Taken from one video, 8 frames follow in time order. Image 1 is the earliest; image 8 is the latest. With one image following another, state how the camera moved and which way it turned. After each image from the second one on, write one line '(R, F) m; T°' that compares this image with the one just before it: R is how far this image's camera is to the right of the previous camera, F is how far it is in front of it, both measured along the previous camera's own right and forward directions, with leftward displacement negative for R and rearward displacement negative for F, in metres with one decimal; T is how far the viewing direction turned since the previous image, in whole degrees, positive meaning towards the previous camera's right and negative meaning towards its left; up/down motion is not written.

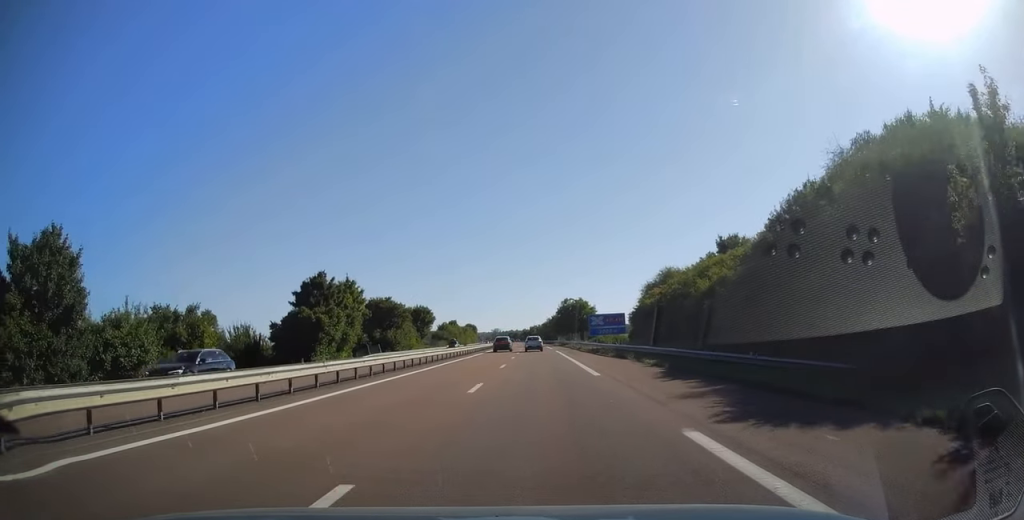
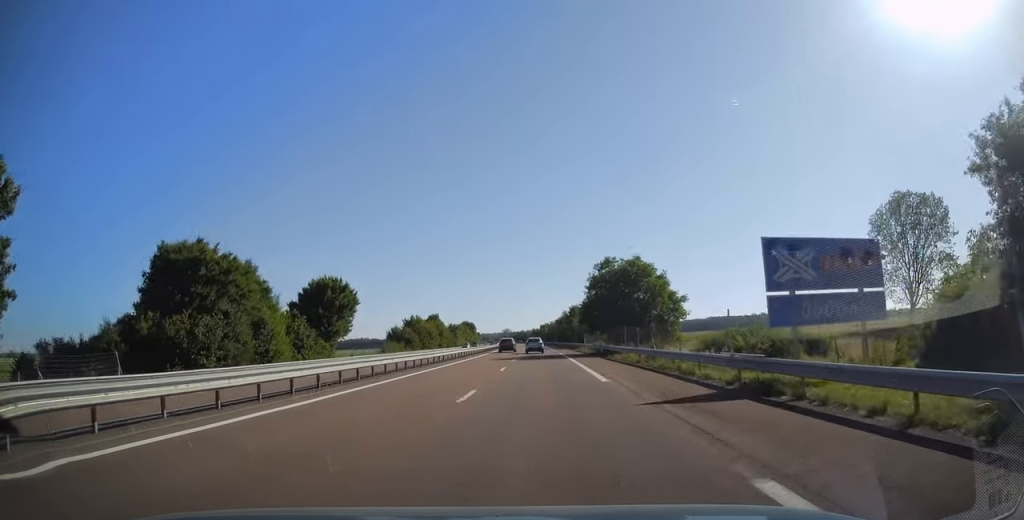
(-0.7, +54.0) m; -1°
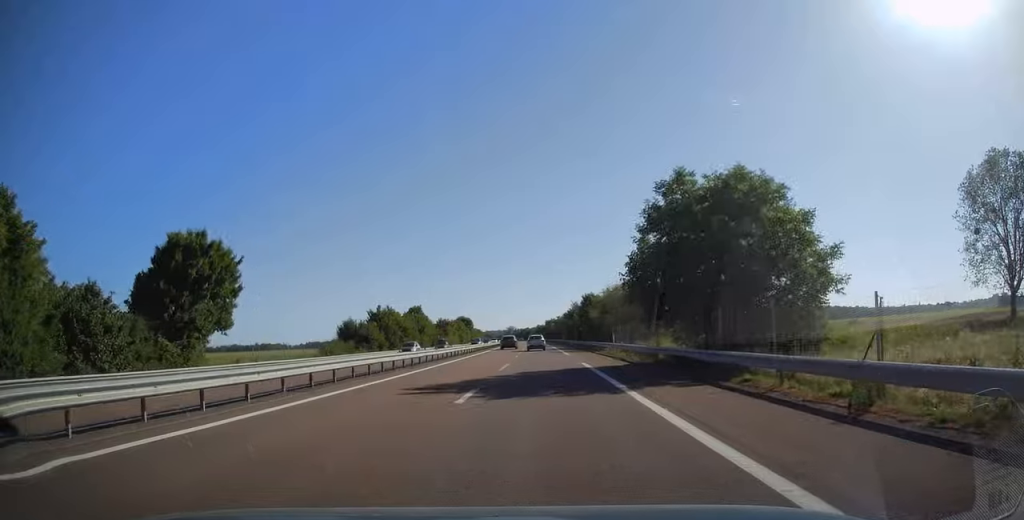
(-0.1, +26.7) m; 0°
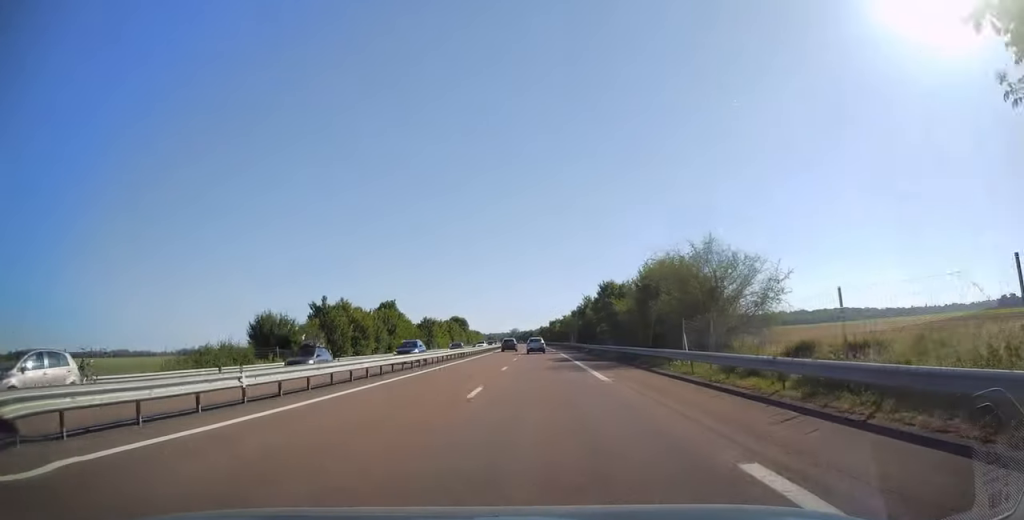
(0.0, +24.2) m; -1°
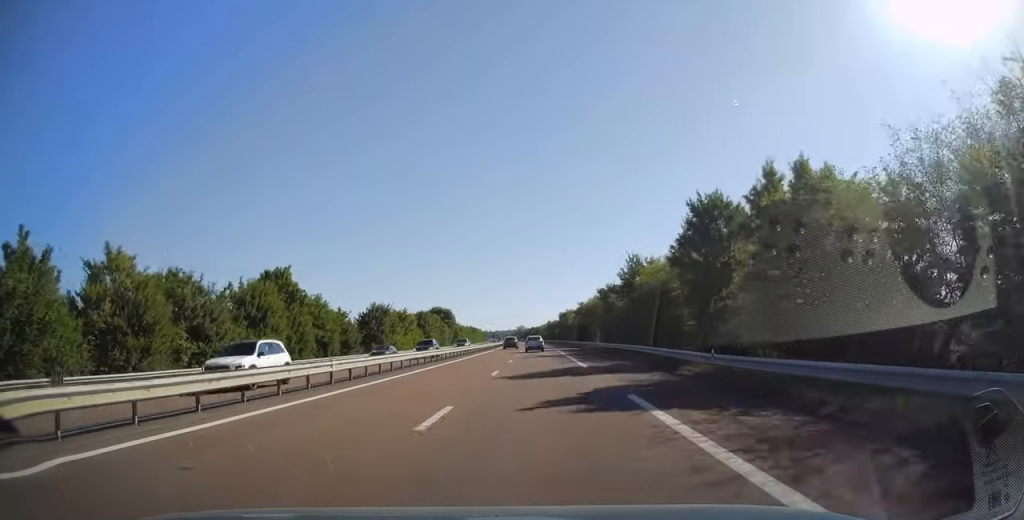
(-0.3, +44.3) m; 0°
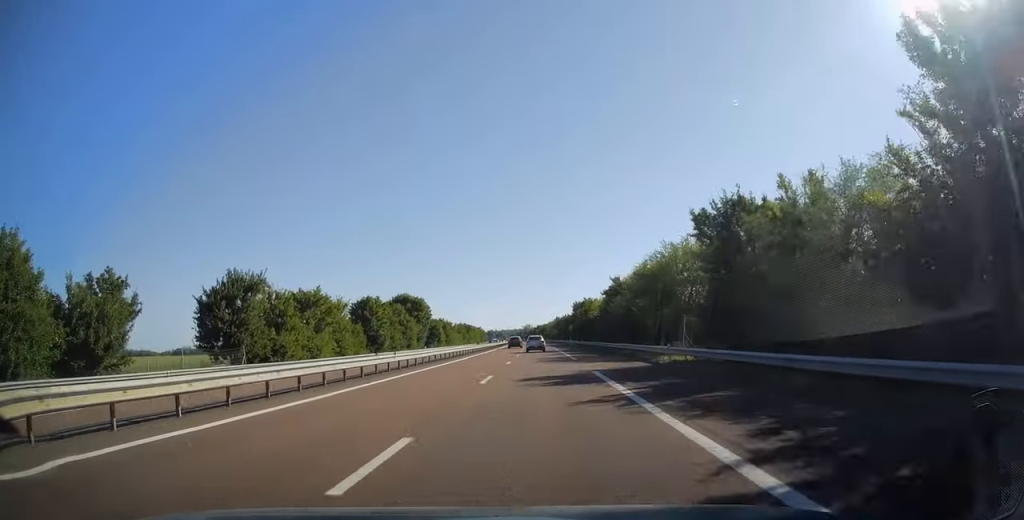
(-0.1, +42.7) m; -1°
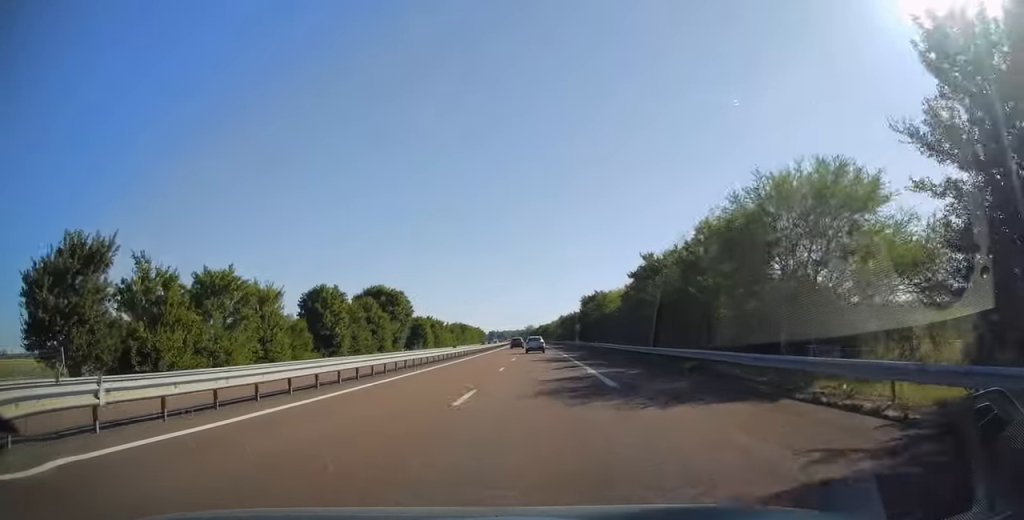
(-0.1, +18.5) m; 0°
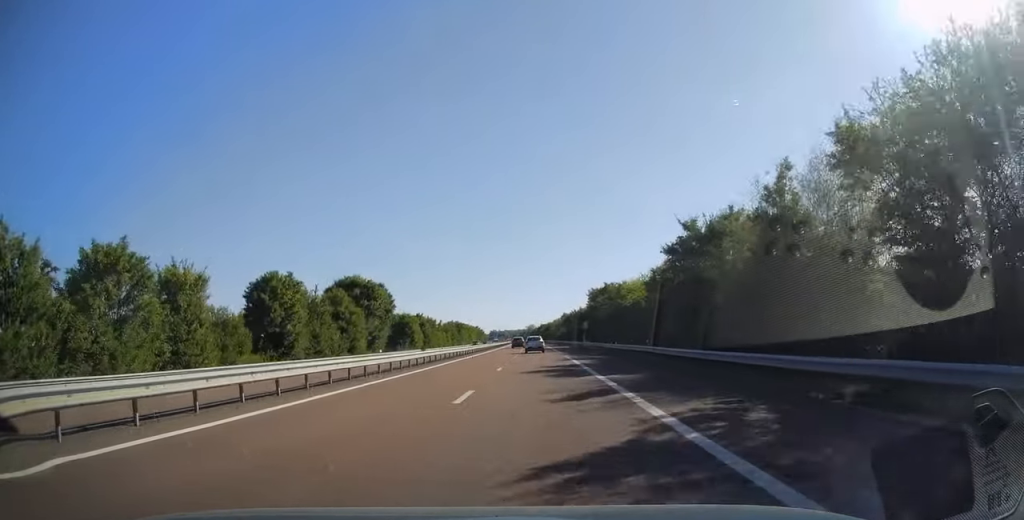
(0.0, +12.9) m; 0°
